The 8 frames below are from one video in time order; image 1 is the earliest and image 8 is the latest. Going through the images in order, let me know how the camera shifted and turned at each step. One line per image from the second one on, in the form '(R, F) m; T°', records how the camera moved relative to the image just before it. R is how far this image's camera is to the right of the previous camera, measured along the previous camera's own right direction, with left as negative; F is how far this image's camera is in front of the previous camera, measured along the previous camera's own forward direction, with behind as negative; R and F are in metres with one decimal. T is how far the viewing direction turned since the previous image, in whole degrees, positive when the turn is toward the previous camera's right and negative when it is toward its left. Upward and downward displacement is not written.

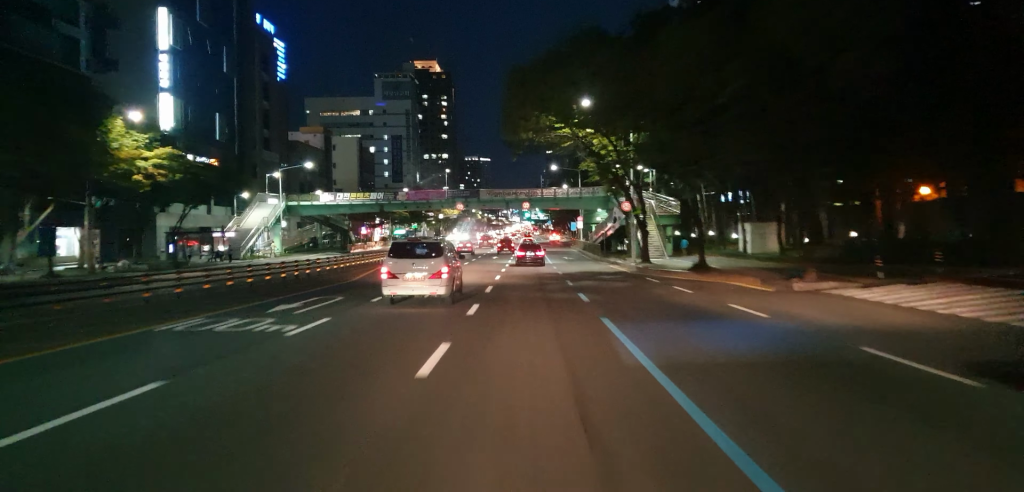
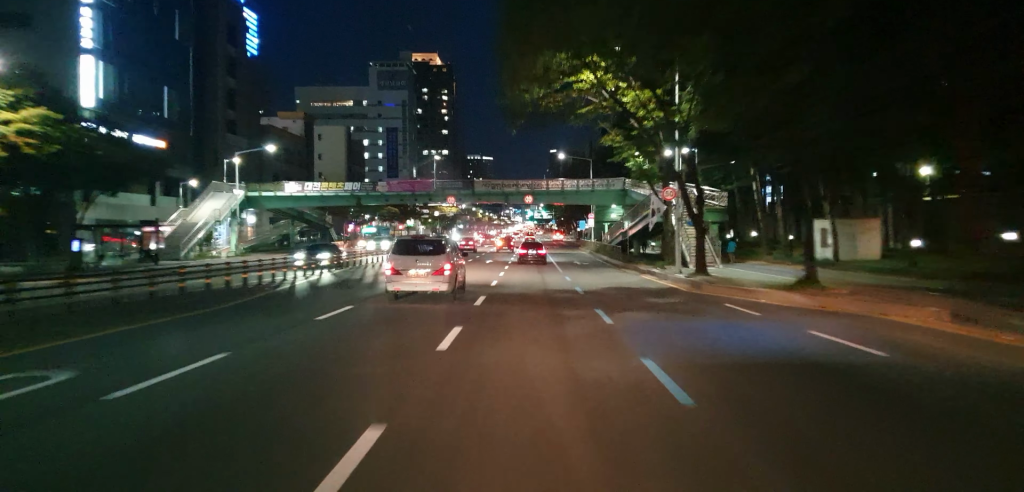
(+0.4, +14.4) m; 0°
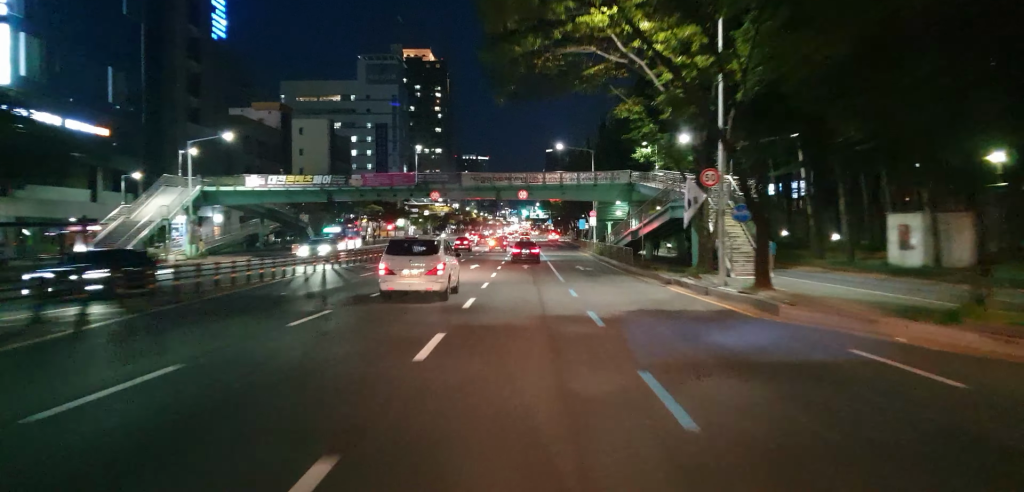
(-0.3, +9.2) m; -1°
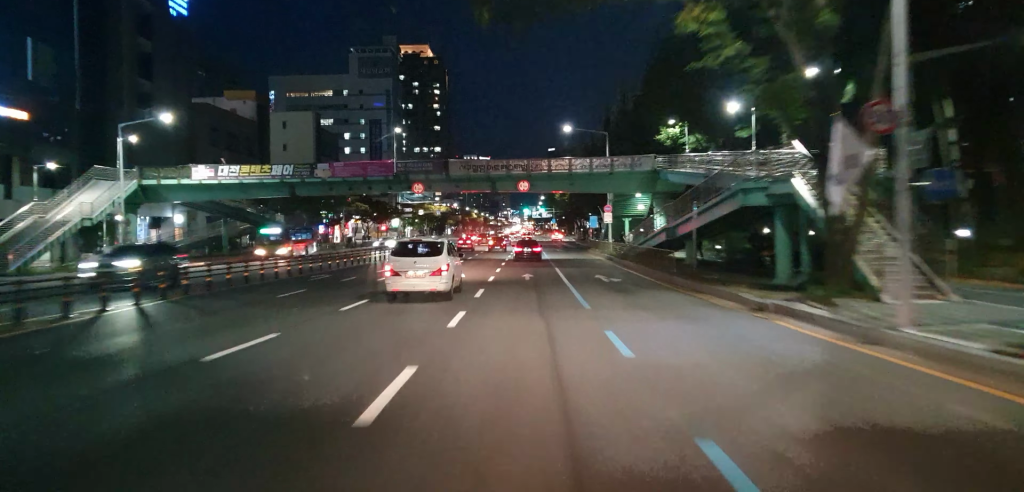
(-0.1, +12.0) m; 0°
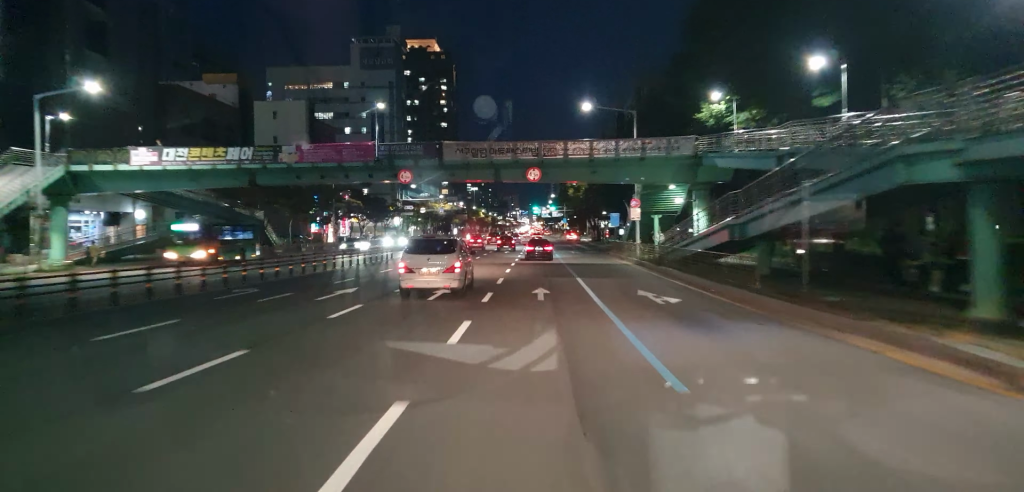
(0.0, +10.3) m; 0°
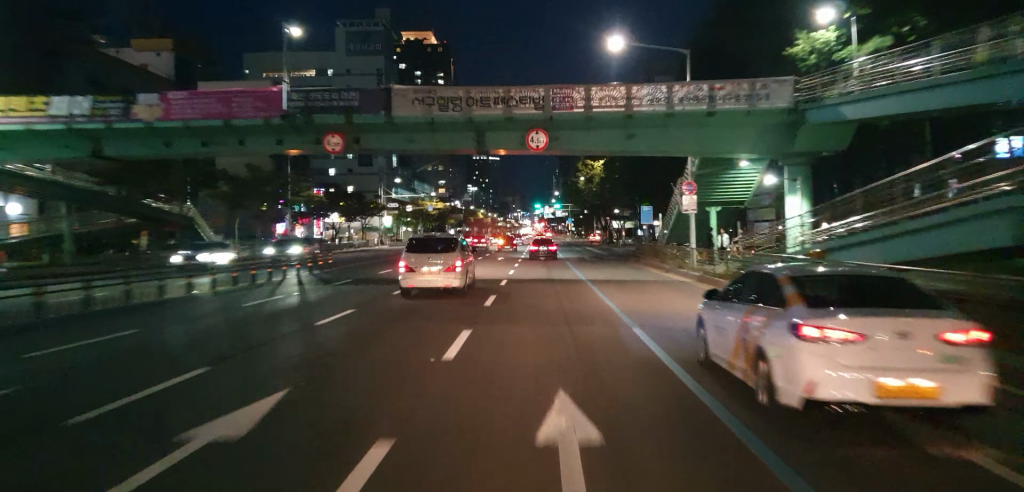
(0.0, +16.9) m; 0°
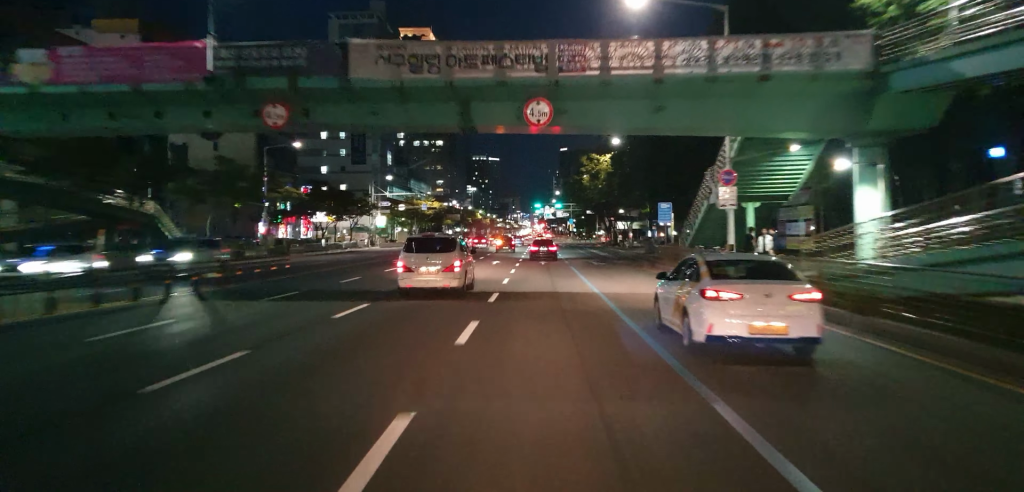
(0.0, +6.7) m; 0°
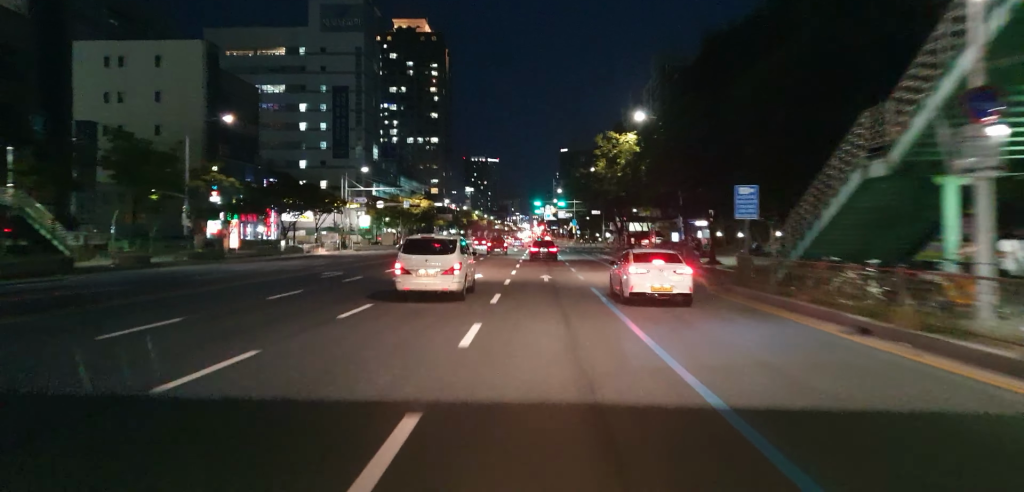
(0.0, +15.7) m; 0°
